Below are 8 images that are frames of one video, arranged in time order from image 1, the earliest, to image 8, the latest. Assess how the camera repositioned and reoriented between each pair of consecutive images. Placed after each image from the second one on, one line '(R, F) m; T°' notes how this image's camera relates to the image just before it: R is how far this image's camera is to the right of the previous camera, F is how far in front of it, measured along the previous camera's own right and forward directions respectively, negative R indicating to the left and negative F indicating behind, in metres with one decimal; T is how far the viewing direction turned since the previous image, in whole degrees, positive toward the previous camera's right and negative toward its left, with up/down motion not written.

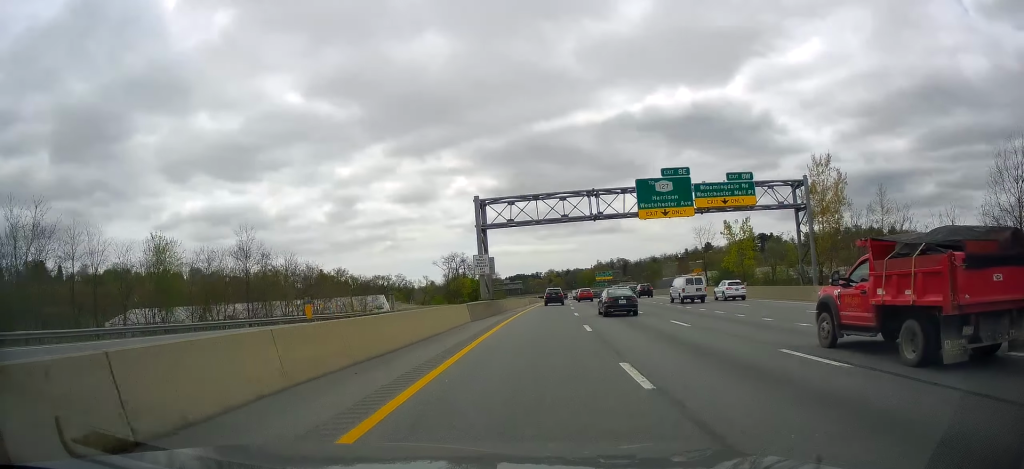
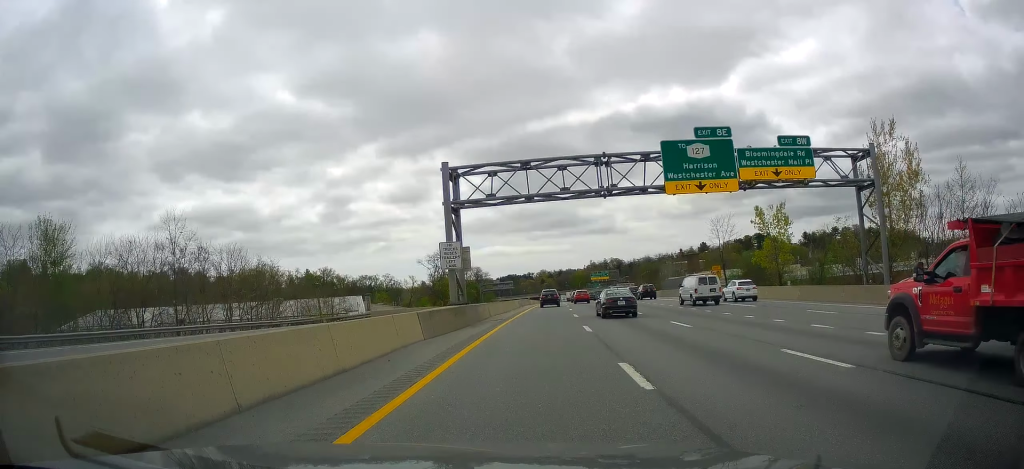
(+0.1, +12.4) m; +1°
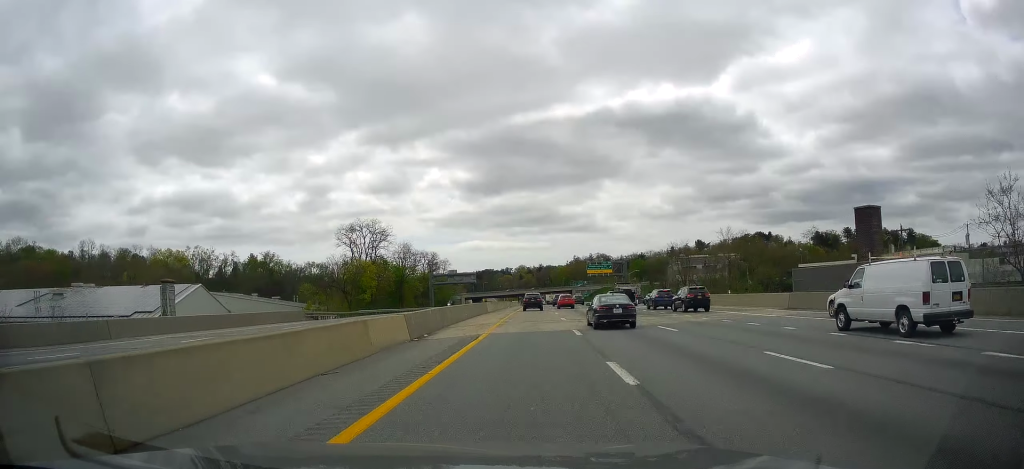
(+2.5, +59.8) m; +5°
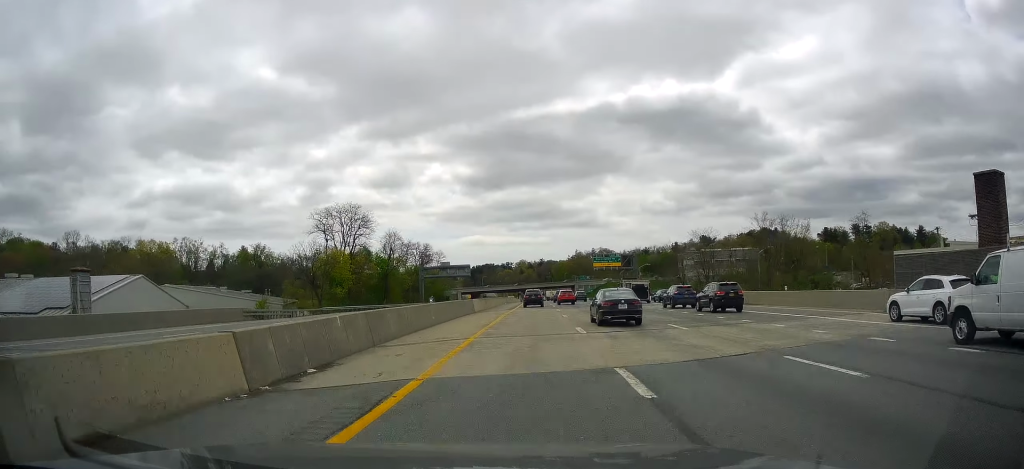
(0.0, +13.4) m; +1°
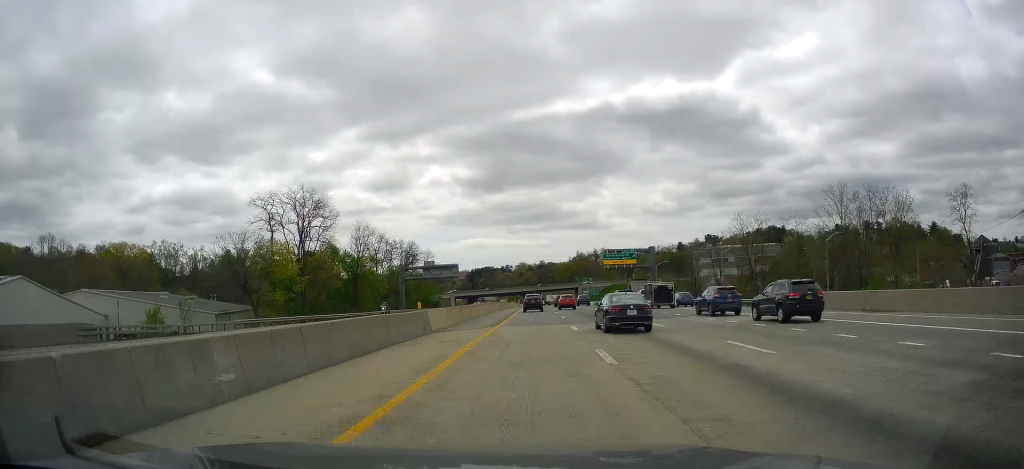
(+0.4, +19.4) m; 0°
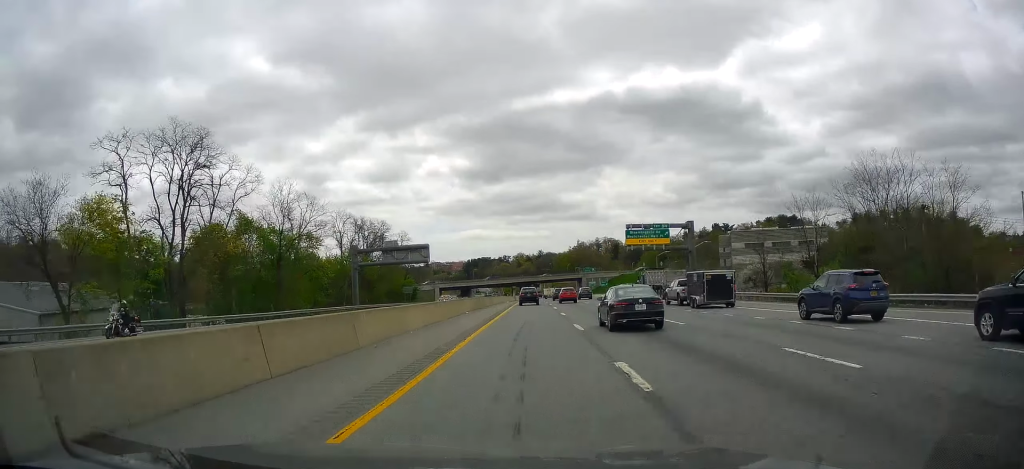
(+0.1, +28.7) m; 0°
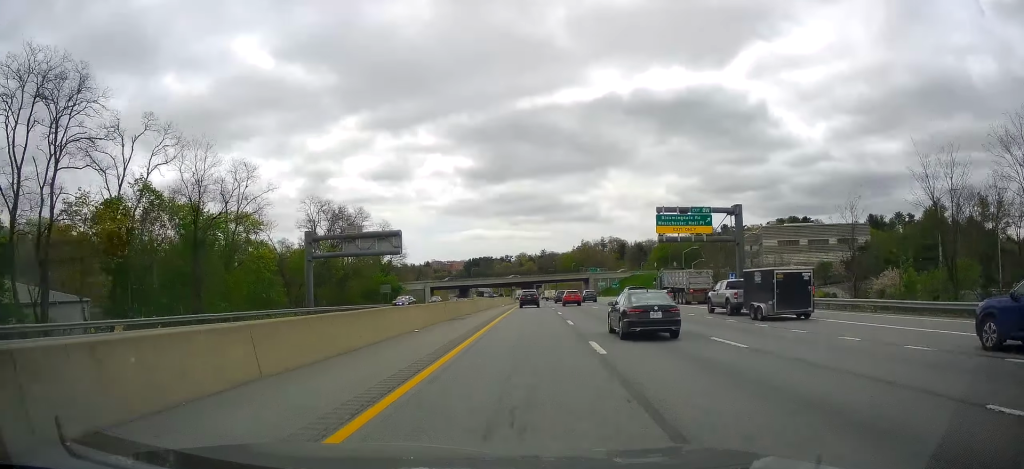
(-0.1, +18.5) m; 0°
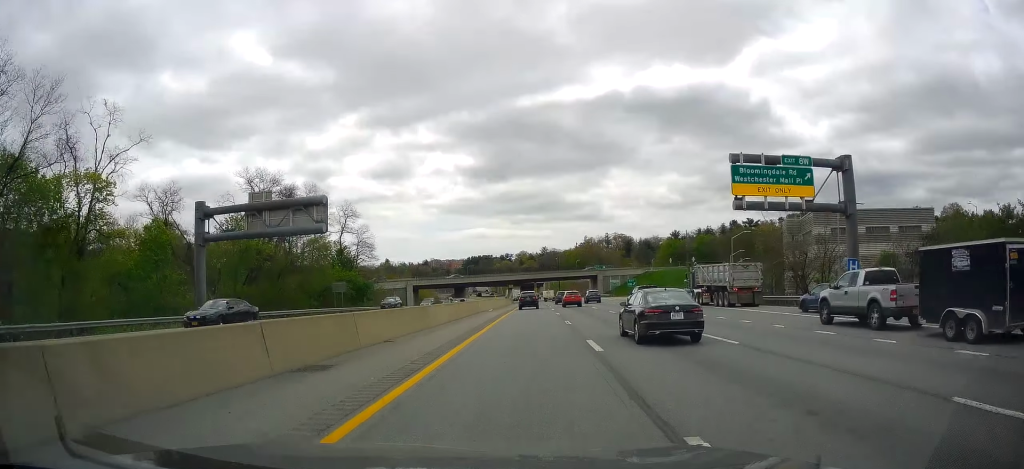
(-0.3, +23.8) m; 0°
